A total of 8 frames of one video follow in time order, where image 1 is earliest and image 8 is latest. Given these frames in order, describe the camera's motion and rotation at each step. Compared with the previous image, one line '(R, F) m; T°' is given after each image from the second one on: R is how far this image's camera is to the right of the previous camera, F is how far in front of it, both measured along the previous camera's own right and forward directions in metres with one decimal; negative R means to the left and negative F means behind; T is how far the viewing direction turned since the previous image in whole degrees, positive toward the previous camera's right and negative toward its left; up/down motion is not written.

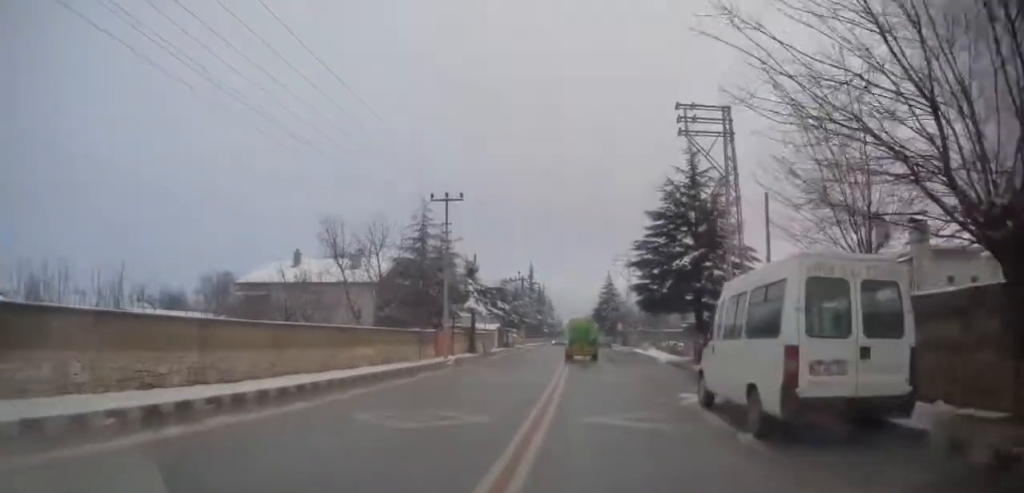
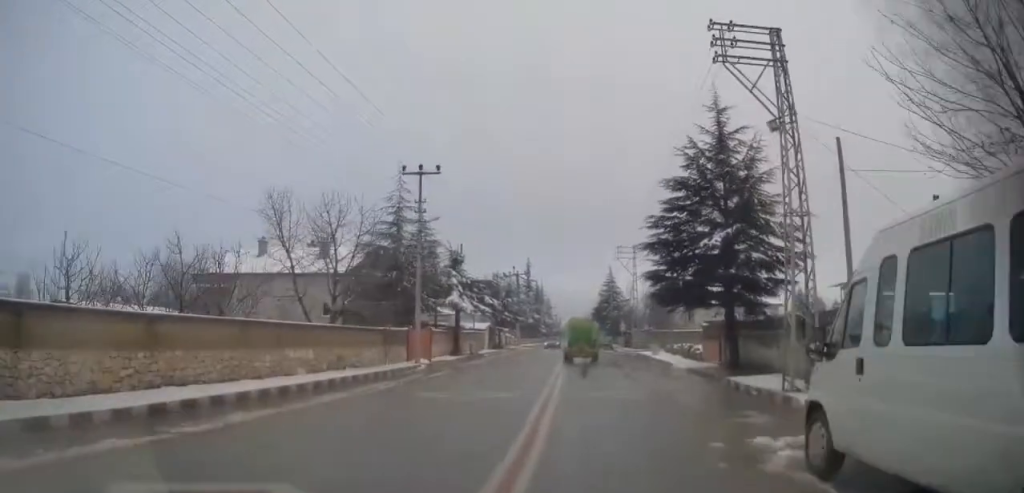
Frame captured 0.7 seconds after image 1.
(0.0, +6.8) m; -1°
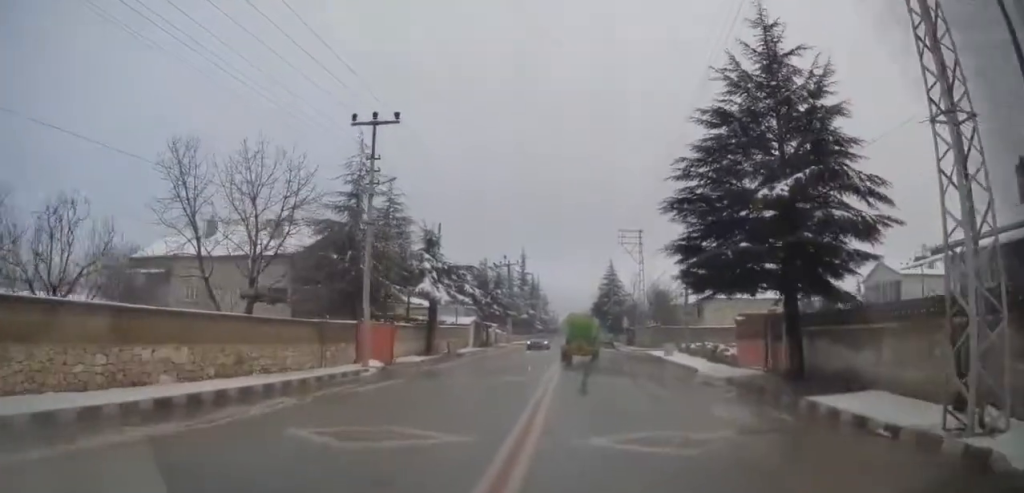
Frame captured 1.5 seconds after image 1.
(-0.1, +8.3) m; -1°
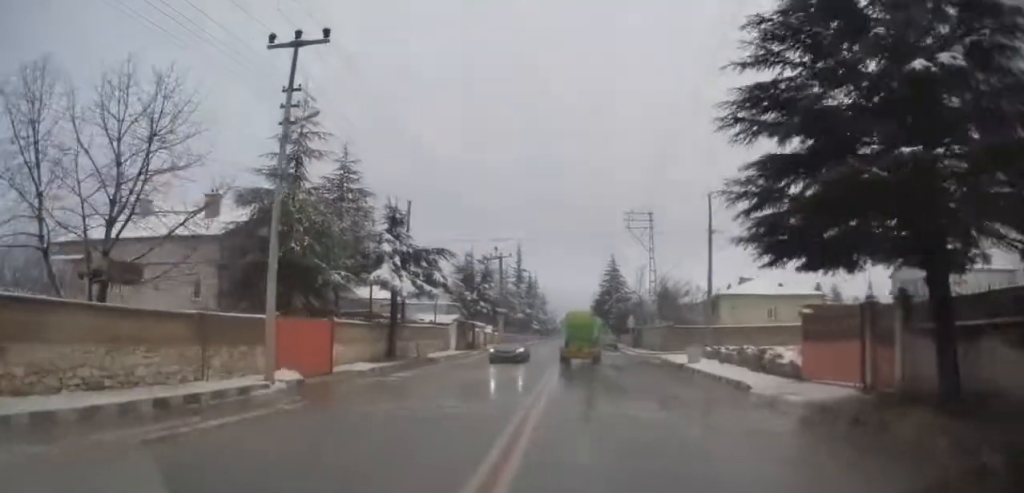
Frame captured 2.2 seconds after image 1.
(-0.2, +8.1) m; +2°
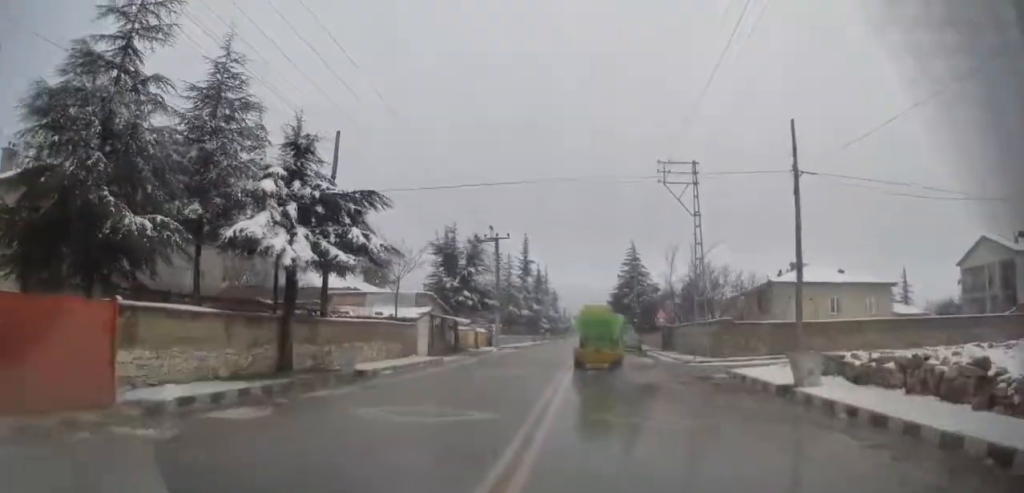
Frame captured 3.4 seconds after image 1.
(+0.6, +11.2) m; 0°
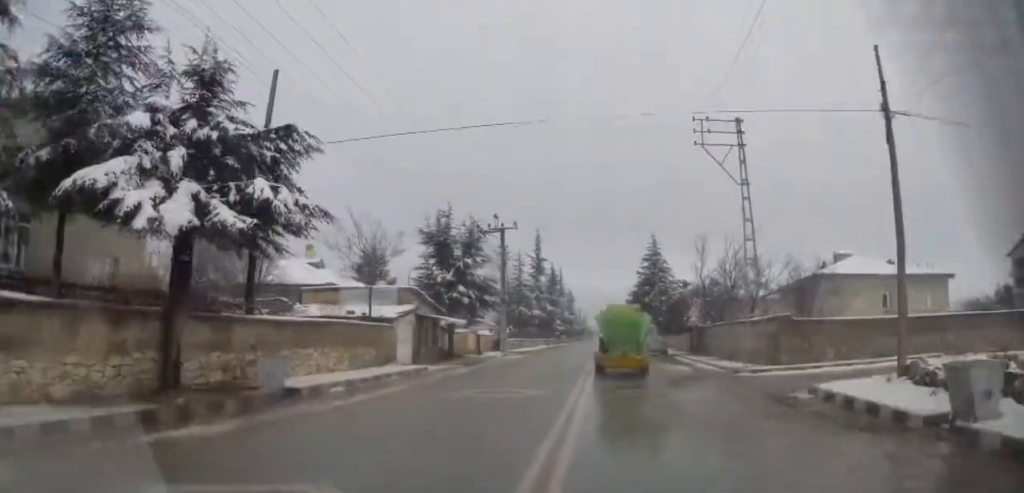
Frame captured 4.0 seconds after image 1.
(-0.4, +5.9) m; -2°
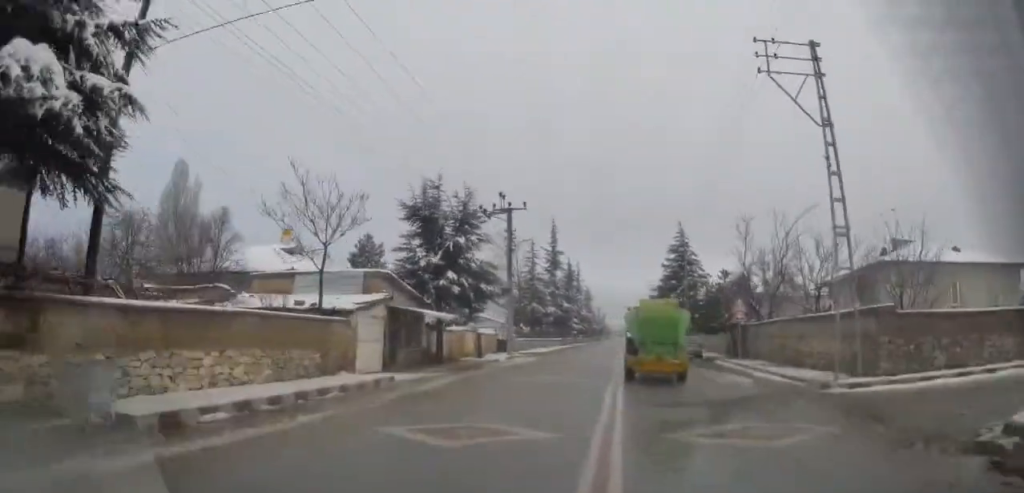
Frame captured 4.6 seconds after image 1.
(-0.1, +6.4) m; -1°
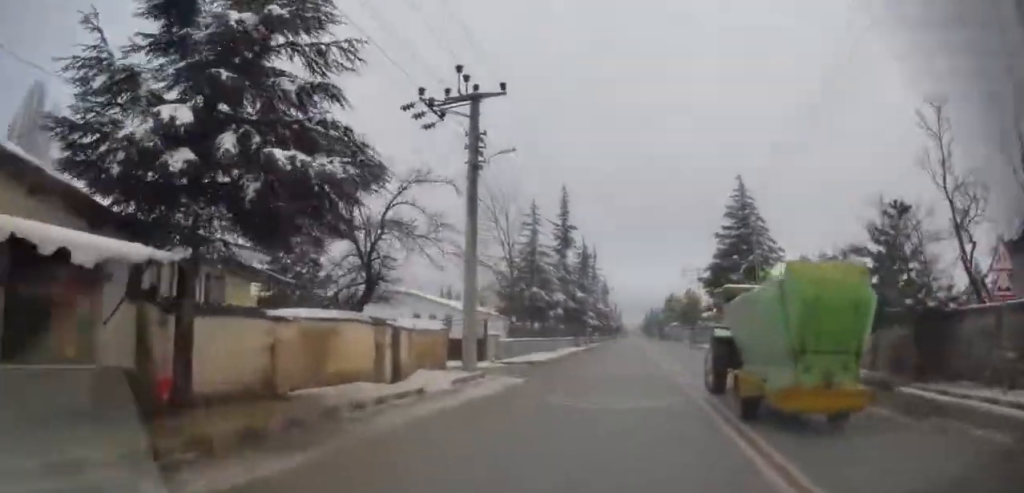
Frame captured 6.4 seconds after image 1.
(+0.2, +18.3) m; 0°
